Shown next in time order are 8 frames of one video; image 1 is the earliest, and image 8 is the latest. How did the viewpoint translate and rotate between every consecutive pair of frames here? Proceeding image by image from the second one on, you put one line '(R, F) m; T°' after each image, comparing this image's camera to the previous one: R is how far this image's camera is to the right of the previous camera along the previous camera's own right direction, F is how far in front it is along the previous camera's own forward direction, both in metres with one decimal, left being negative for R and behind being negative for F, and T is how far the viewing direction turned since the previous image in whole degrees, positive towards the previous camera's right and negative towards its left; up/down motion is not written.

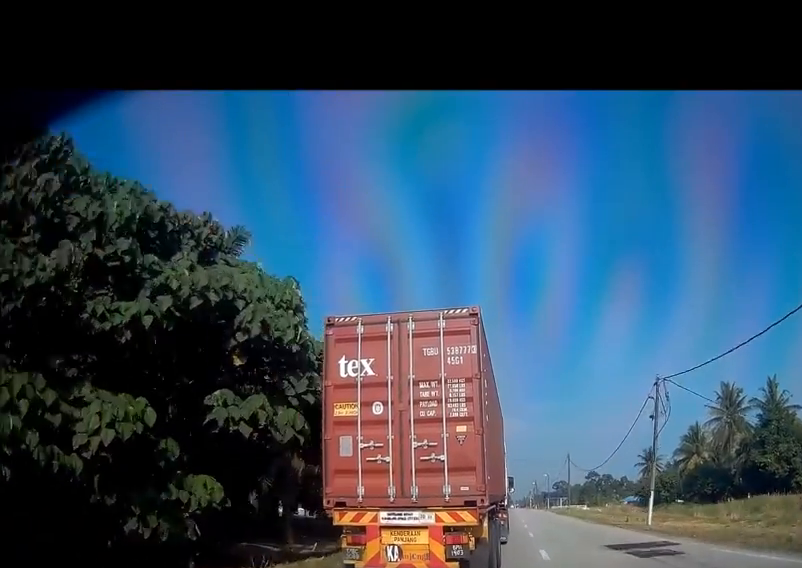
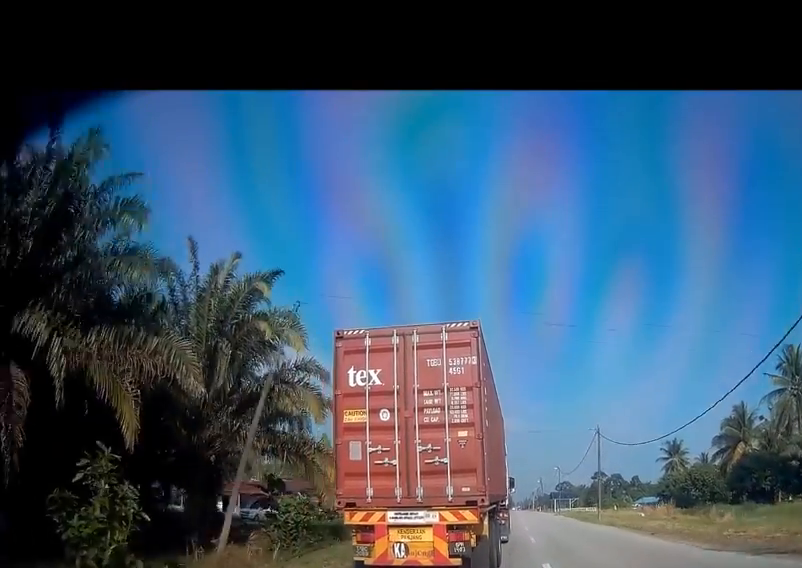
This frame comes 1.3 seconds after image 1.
(-0.3, +22.2) m; -1°
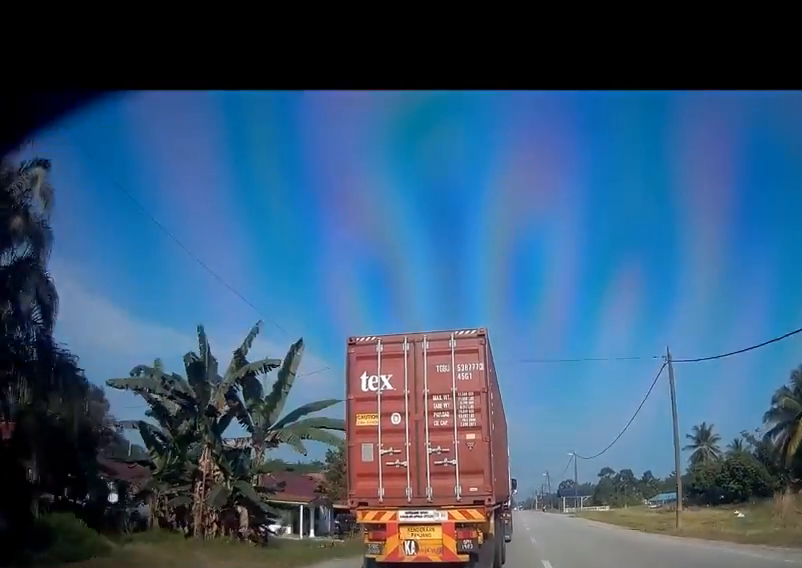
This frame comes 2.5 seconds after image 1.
(+0.3, +19.9) m; +1°
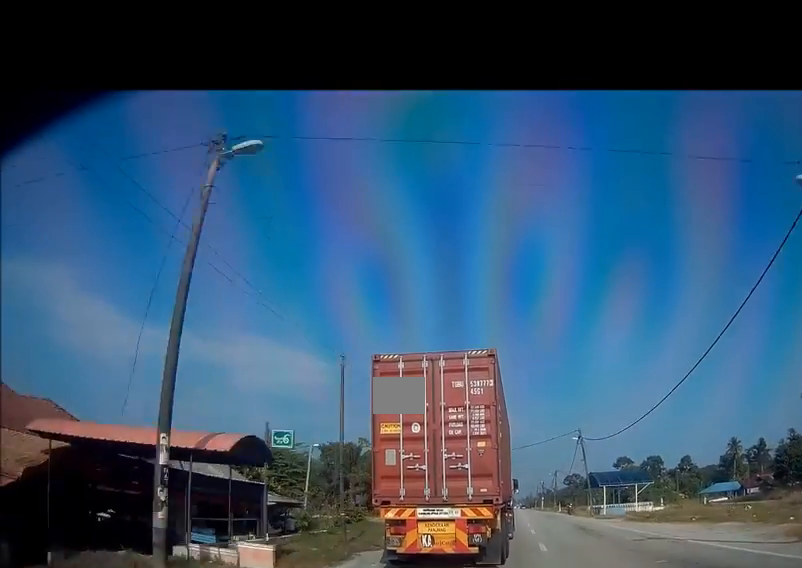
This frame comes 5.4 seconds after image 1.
(-0.9, +49.8) m; -2°
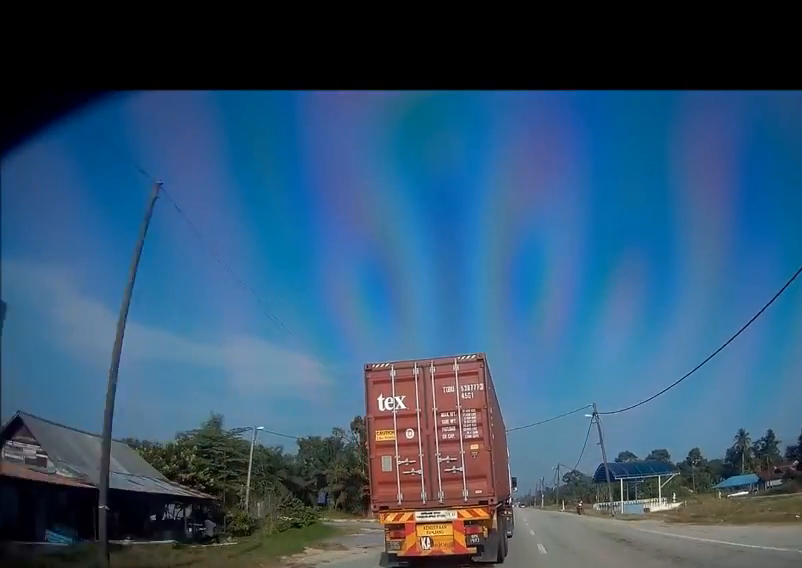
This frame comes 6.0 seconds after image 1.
(+0.1, +10.7) m; +1°
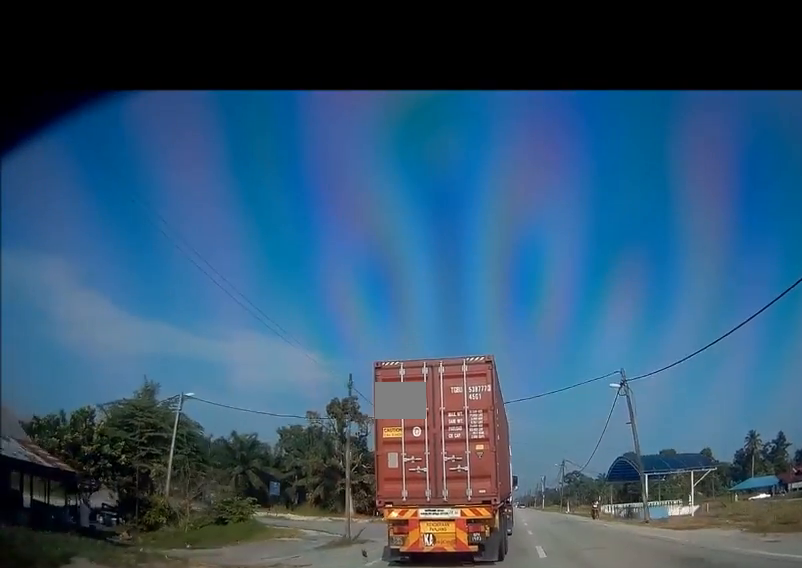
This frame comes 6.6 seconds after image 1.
(+0.2, +9.5) m; +1°
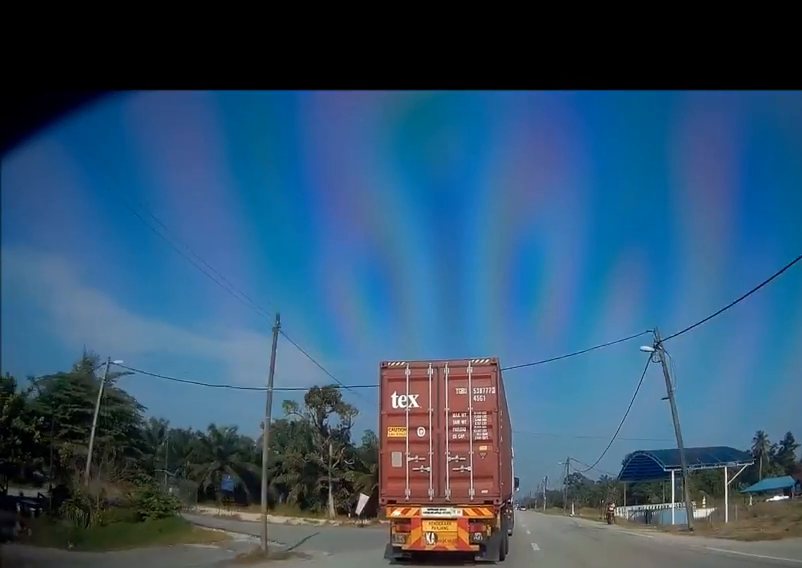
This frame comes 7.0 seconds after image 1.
(0.0, +6.7) m; 0°
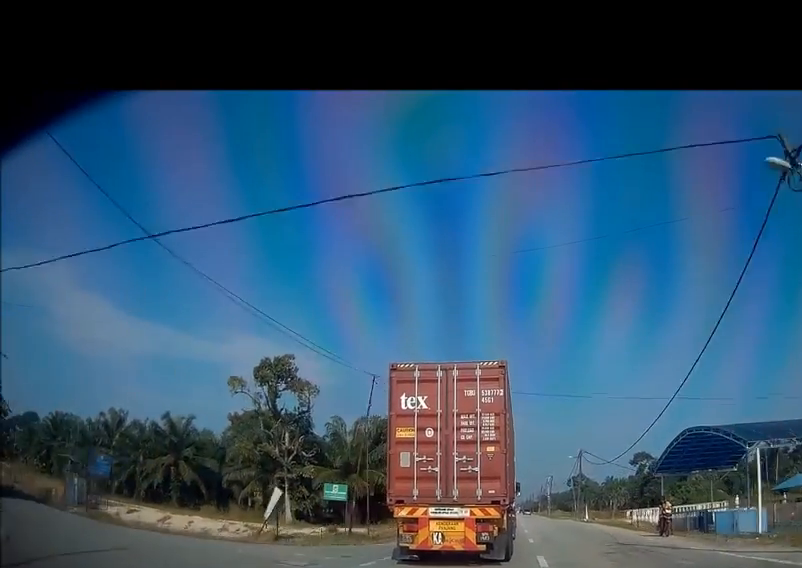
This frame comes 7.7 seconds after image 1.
(0.0, +11.8) m; 0°
